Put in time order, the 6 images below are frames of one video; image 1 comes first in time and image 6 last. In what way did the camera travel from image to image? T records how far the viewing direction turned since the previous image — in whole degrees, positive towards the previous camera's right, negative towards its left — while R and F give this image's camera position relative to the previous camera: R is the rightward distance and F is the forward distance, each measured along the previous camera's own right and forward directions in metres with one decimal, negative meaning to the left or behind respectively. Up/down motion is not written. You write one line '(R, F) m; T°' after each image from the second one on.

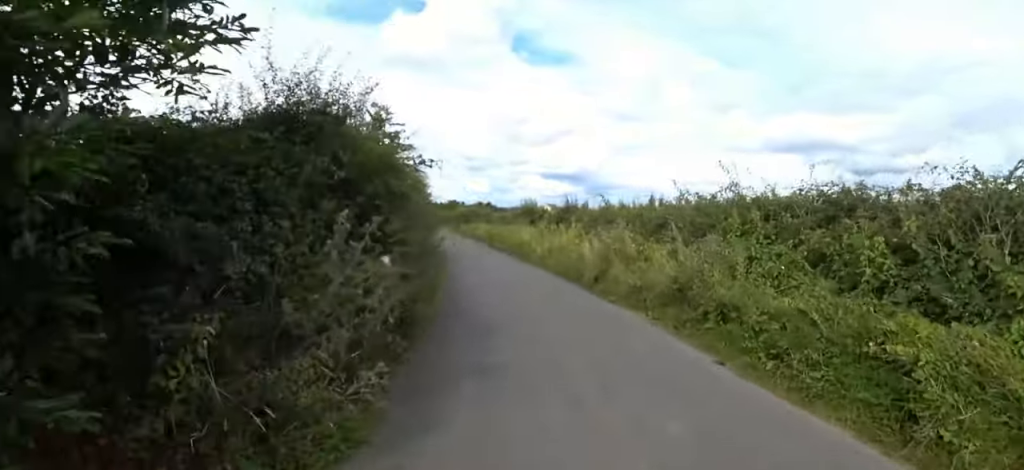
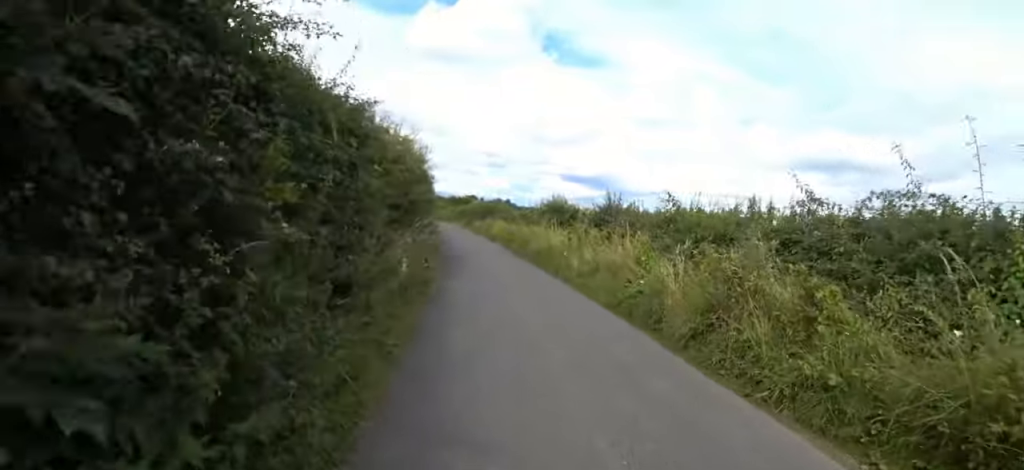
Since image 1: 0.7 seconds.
(-0.6, +3.7) m; -9°
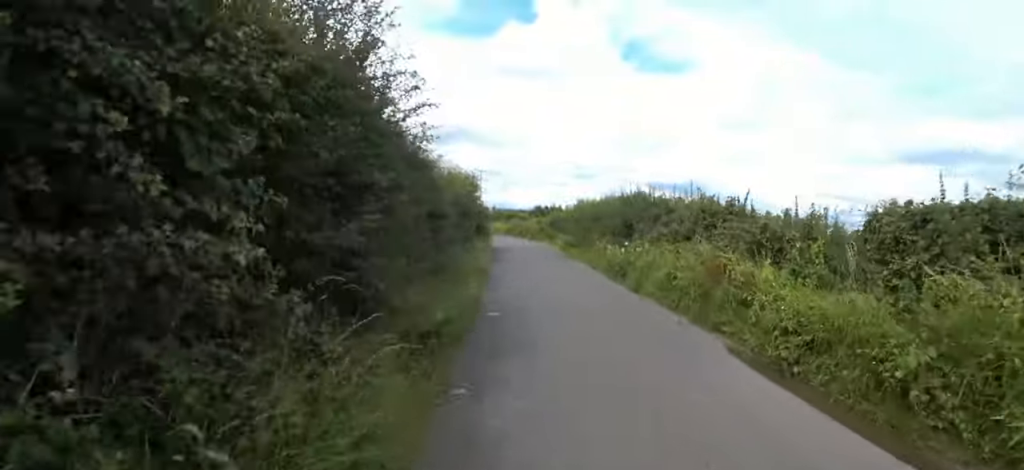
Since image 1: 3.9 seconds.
(+0.9, +19.0) m; 0°
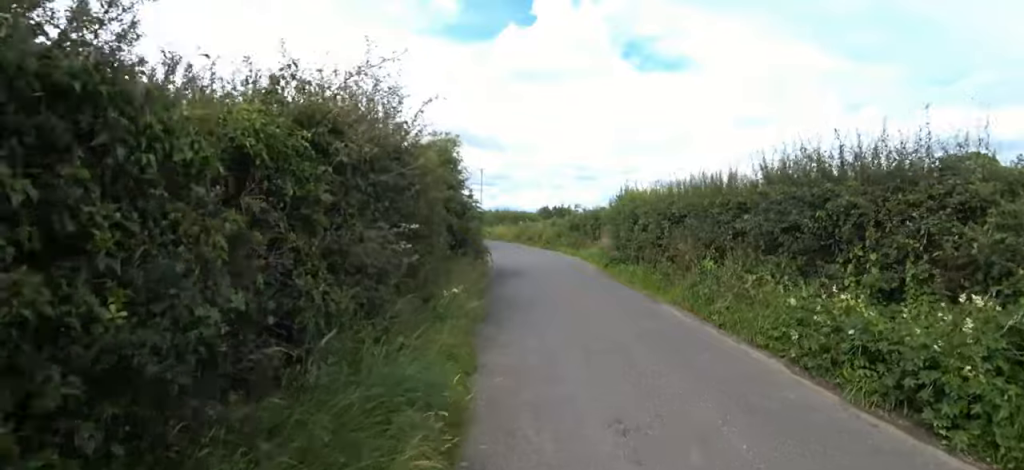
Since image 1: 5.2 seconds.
(0.0, +7.7) m; +4°
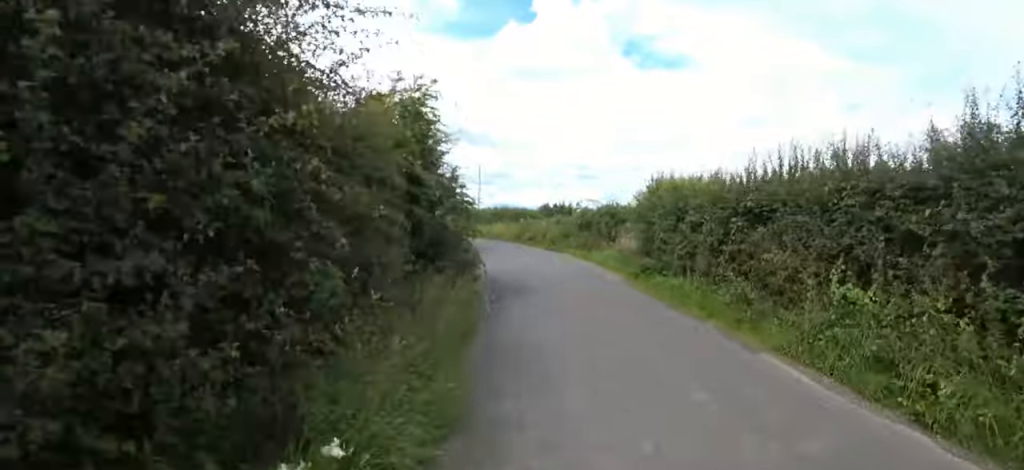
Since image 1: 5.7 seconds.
(-0.1, +3.2) m; +3°
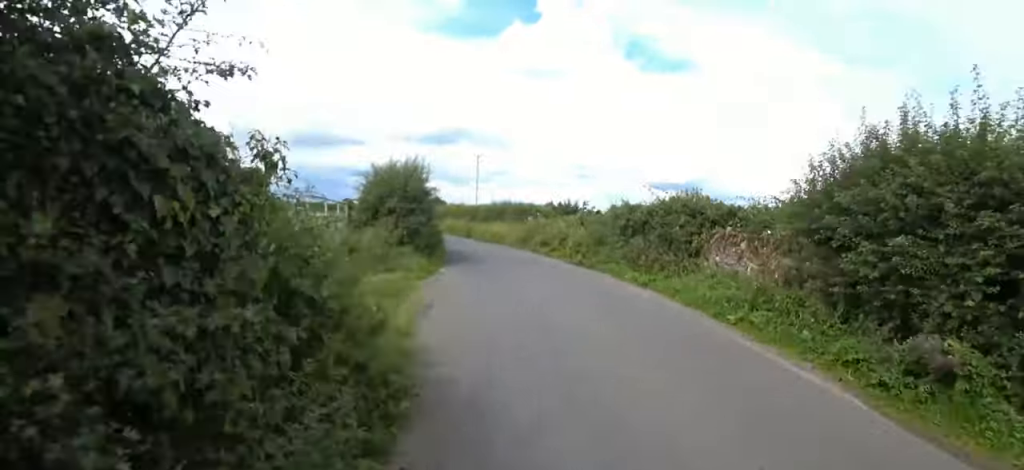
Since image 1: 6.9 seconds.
(+0.2, +7.3) m; -9°
